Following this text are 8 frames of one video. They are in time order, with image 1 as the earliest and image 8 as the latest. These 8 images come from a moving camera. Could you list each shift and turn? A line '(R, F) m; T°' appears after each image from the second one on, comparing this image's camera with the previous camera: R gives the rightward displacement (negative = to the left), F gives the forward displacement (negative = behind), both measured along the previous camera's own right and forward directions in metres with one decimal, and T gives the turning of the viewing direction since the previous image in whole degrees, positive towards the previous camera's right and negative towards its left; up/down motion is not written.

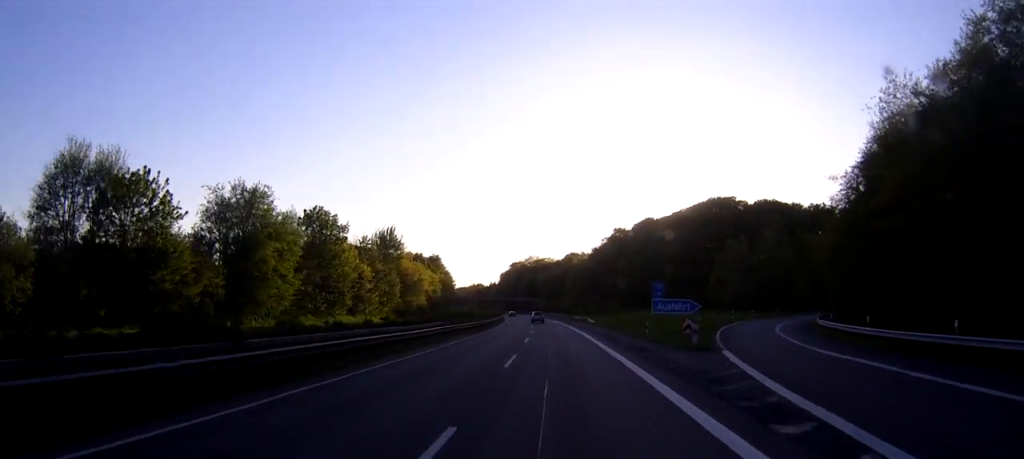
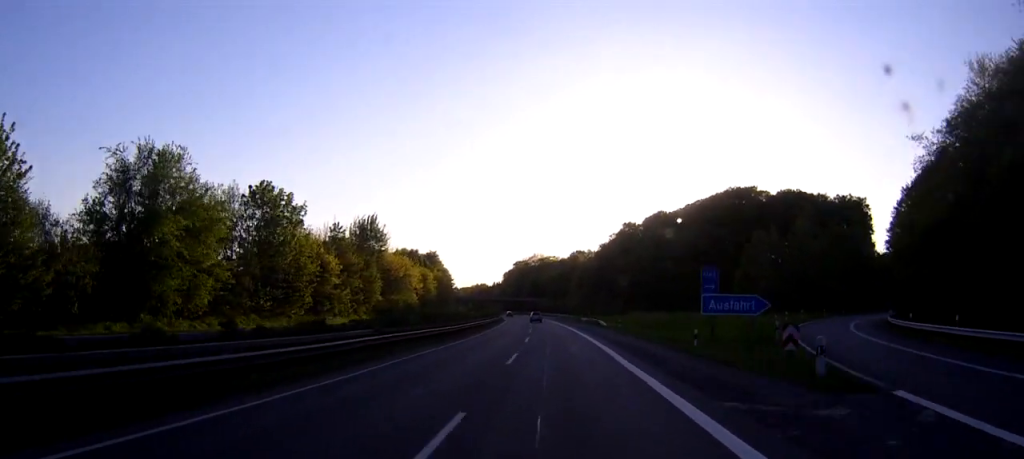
(-0.1, +18.6) m; 0°
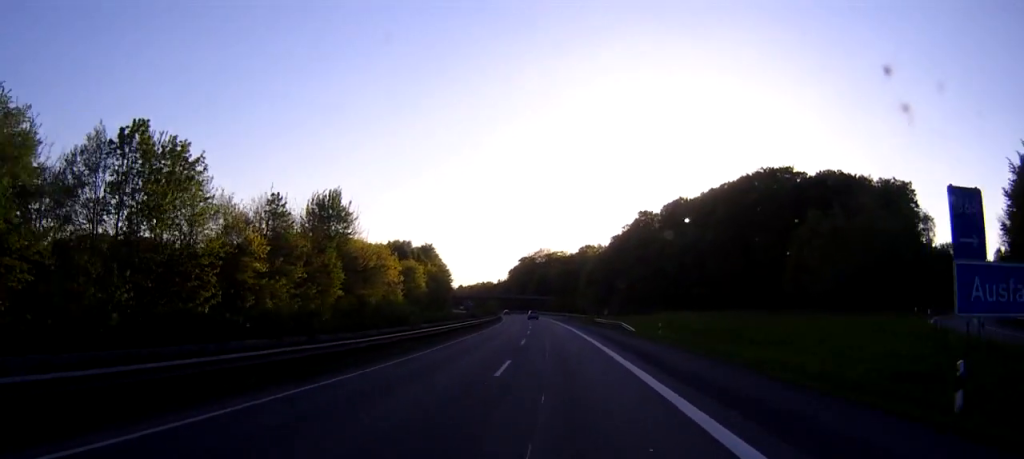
(-0.1, +25.7) m; -1°
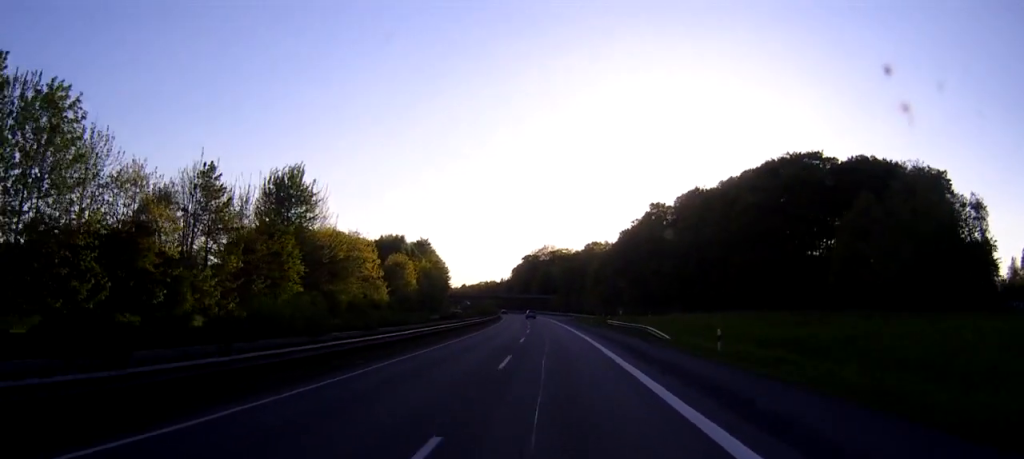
(0.0, +17.2) m; 0°
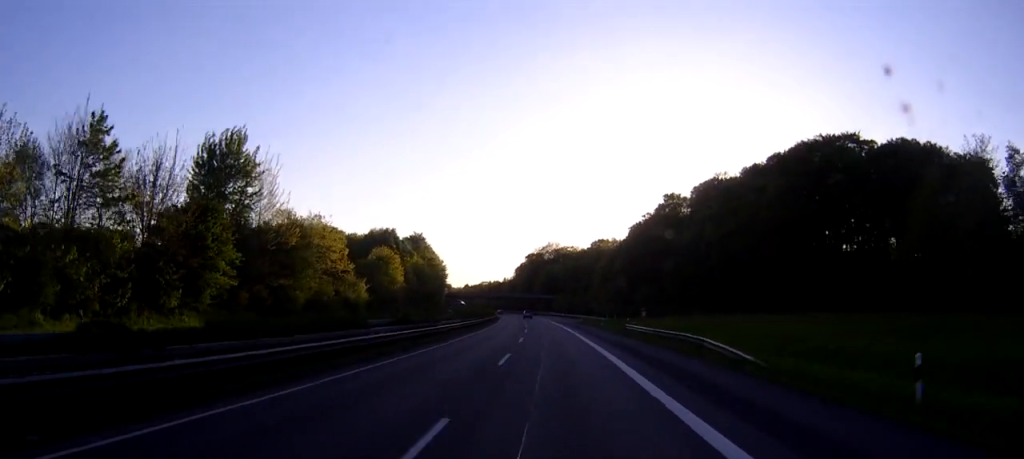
(-0.1, +17.6) m; -1°
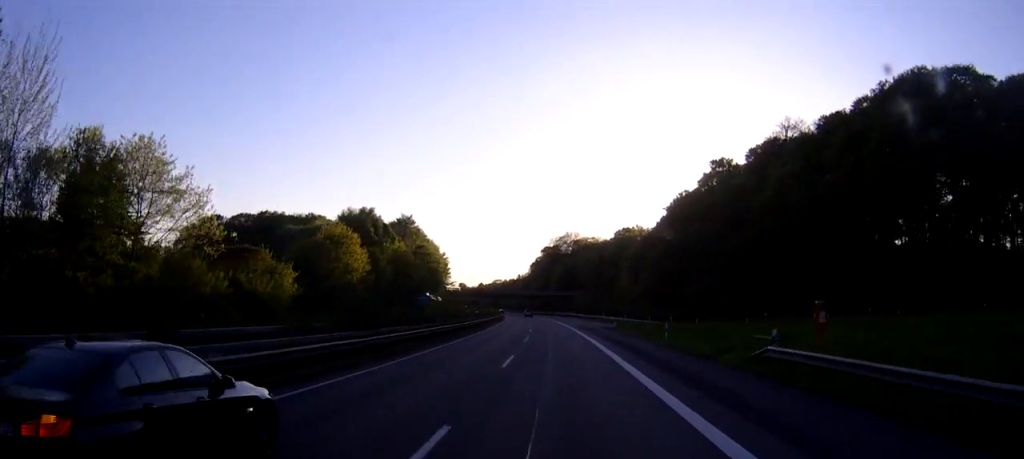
(-0.5, +38.3) m; -2°
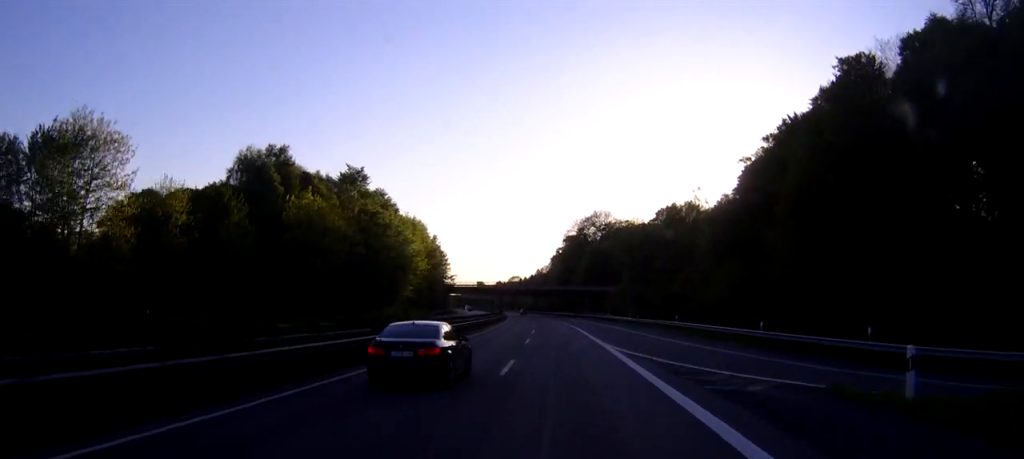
(-0.9, +58.4) m; -2°
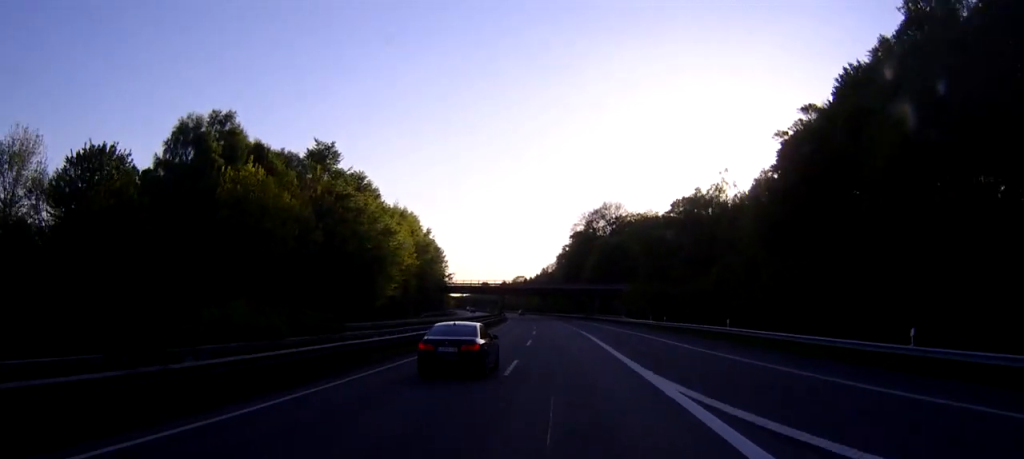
(-0.1, +17.5) m; -1°
